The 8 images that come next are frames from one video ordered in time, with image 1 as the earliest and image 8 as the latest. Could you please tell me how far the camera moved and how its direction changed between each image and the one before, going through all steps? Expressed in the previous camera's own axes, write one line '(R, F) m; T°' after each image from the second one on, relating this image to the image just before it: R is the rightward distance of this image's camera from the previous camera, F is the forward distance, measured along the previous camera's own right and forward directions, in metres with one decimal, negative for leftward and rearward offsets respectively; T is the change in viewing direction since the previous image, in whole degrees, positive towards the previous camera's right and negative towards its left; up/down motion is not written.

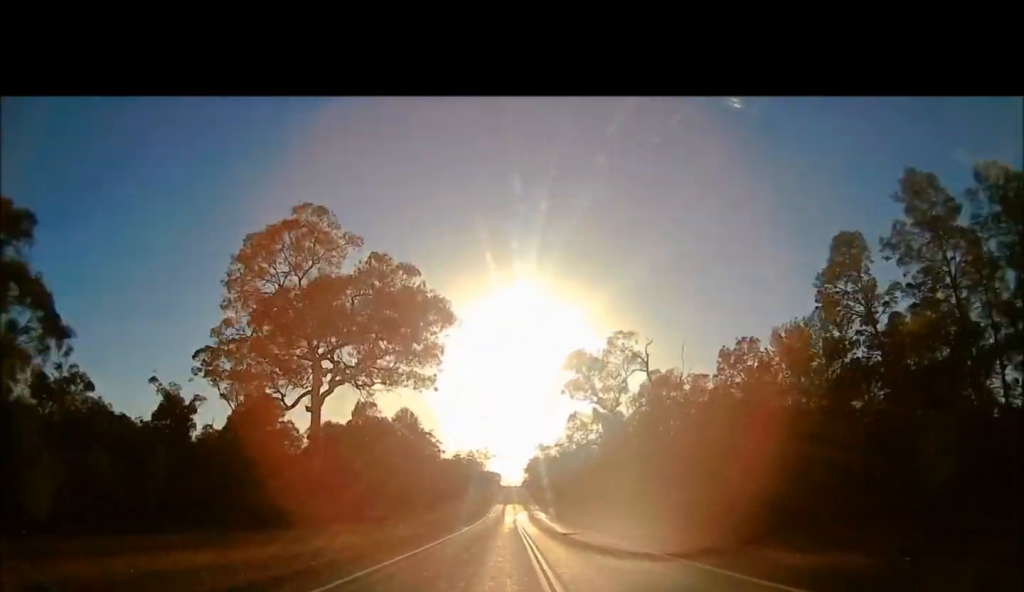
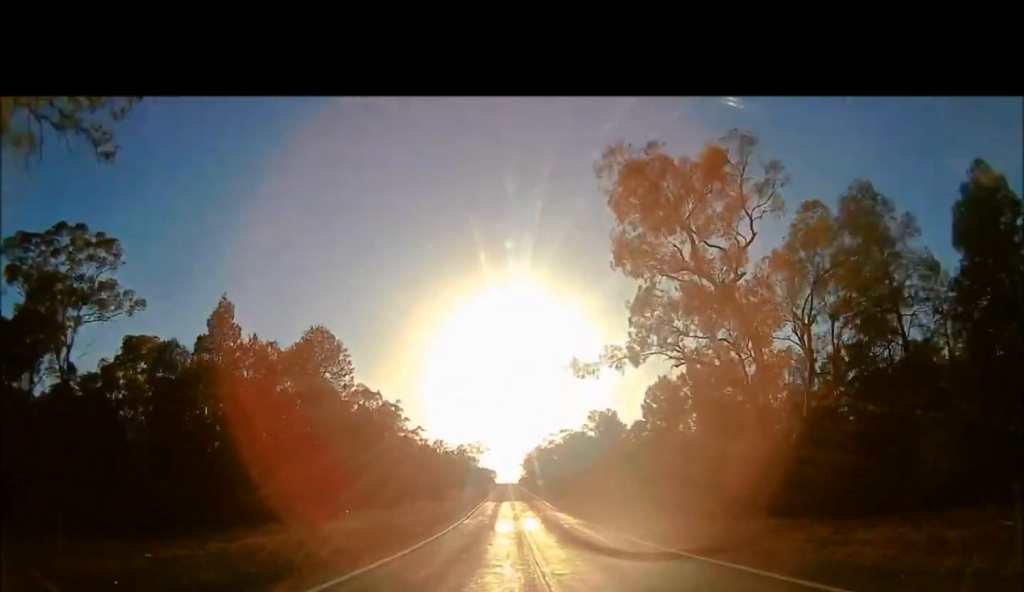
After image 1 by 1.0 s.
(-1.8, +33.8) m; -2°
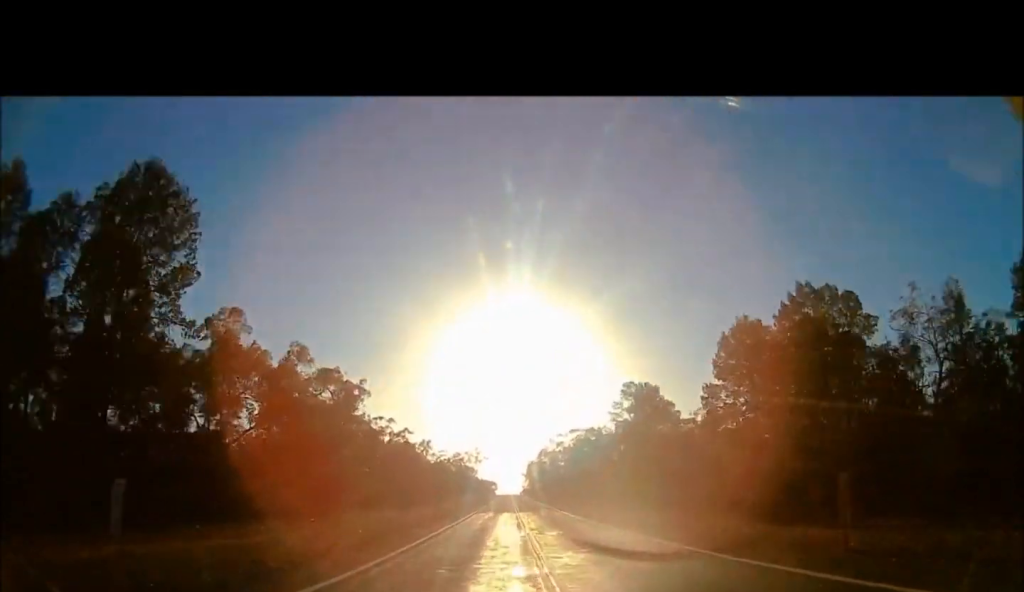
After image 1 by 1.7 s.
(+0.3, +23.7) m; +1°
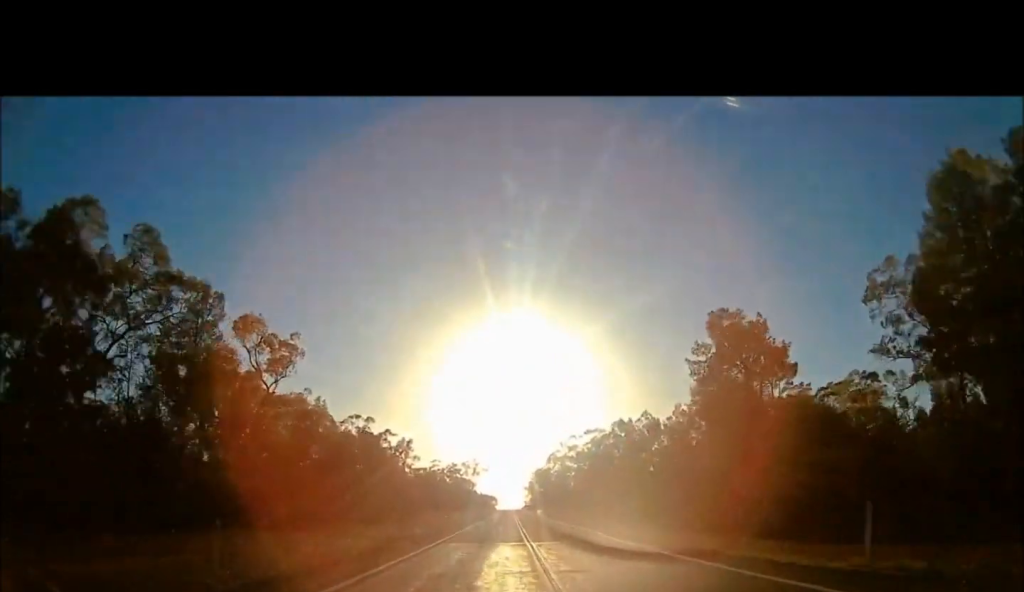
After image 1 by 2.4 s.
(0.0, +24.8) m; 0°
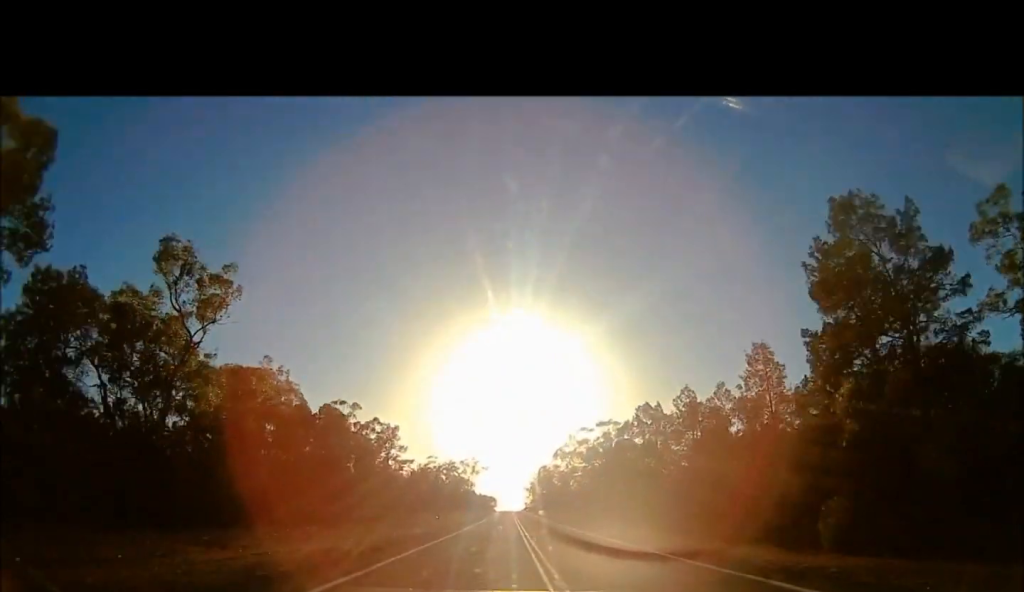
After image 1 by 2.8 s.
(0.0, +13.5) m; 0°
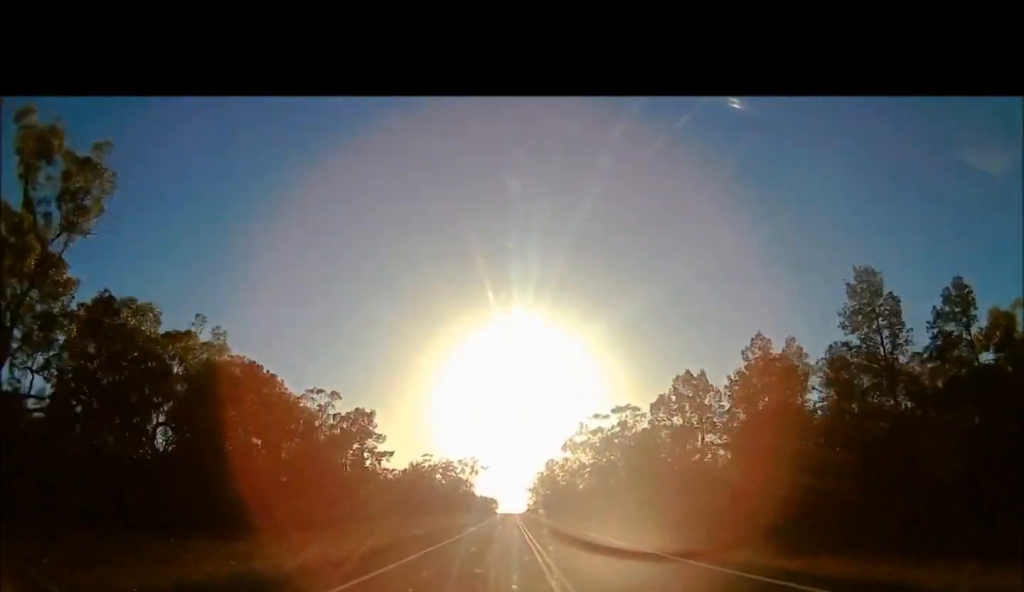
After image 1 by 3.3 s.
(+0.1, +14.6) m; 0°
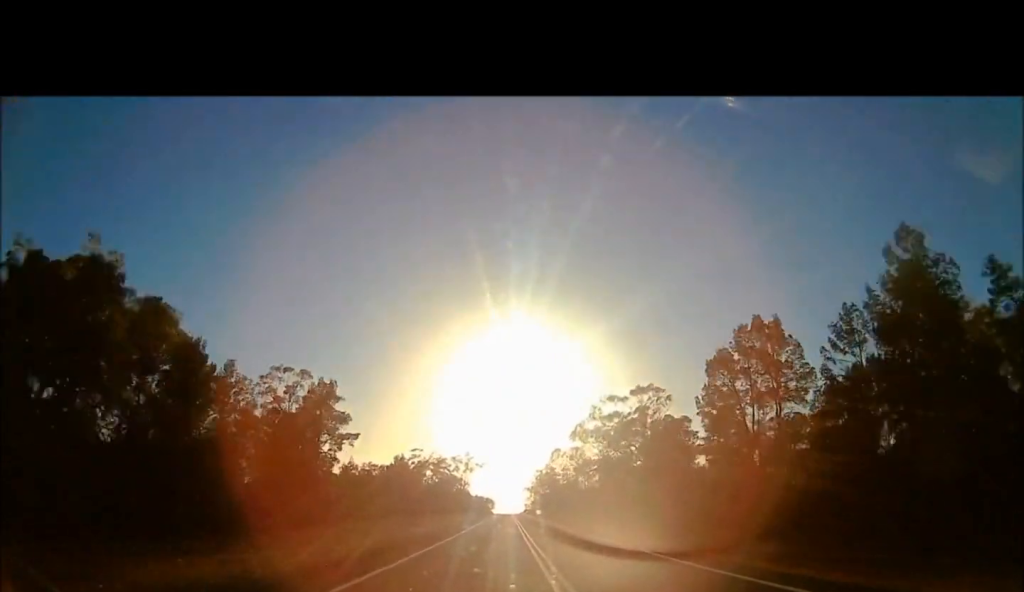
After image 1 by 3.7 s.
(+0.1, +14.6) m; 0°
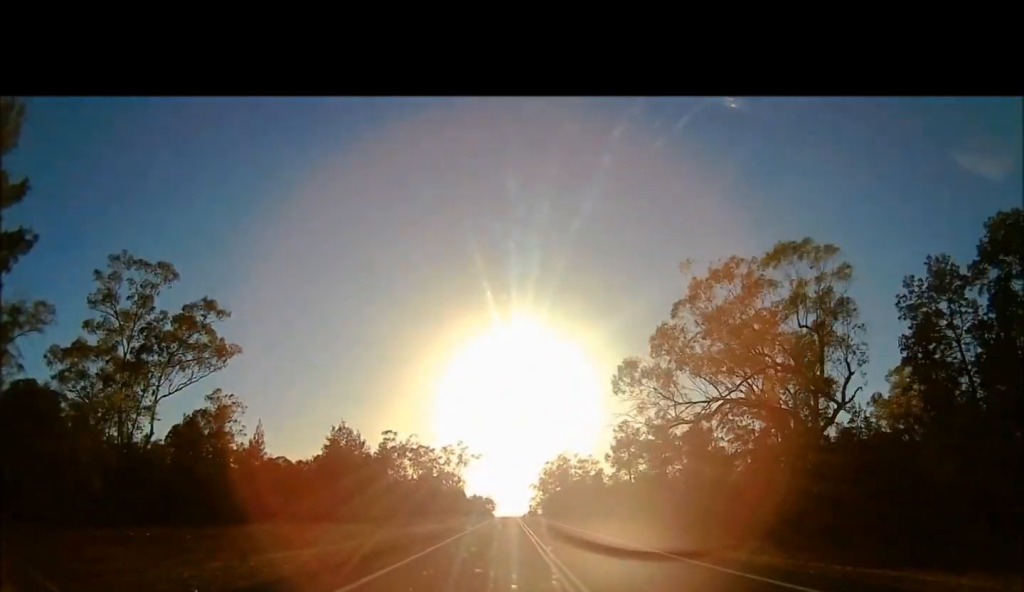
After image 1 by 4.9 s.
(0.0, +40.3) m; 0°
